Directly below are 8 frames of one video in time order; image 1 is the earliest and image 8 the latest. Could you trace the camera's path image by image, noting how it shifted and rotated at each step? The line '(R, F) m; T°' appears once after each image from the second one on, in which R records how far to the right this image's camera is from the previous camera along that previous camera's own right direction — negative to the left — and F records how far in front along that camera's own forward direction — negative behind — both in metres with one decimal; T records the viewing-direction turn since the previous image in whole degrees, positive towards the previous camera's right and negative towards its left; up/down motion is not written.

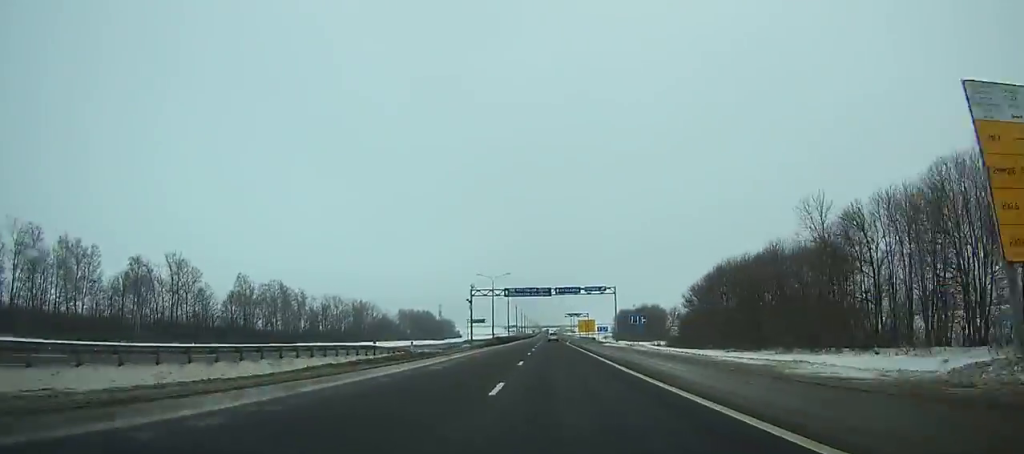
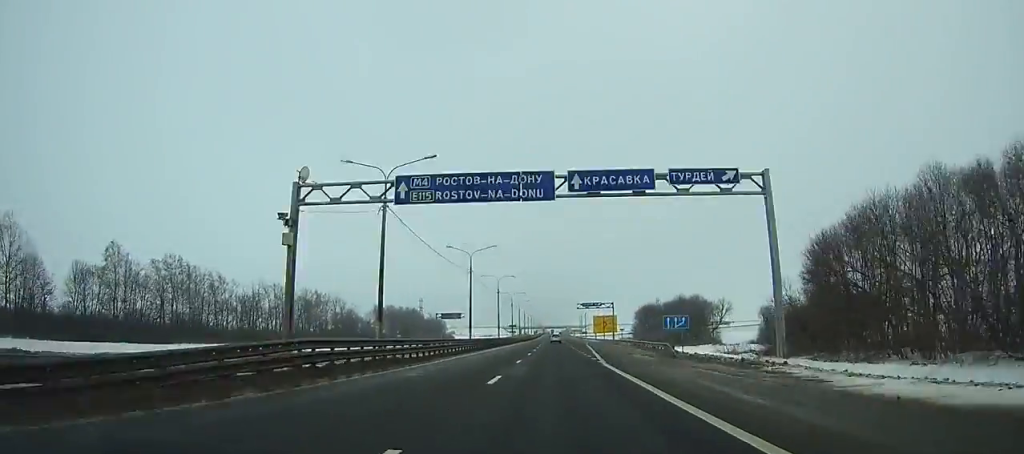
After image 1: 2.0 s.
(0.0, +55.6) m; 0°
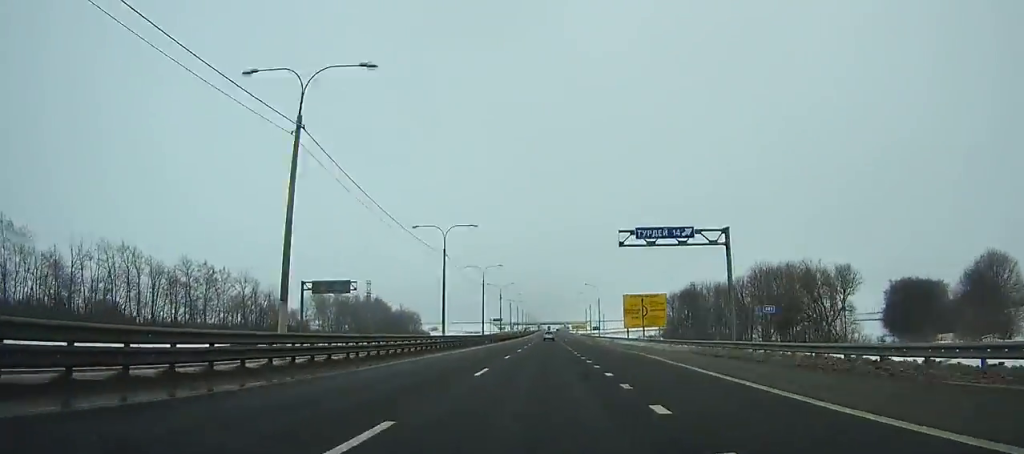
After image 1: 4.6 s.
(0.0, +70.5) m; 0°
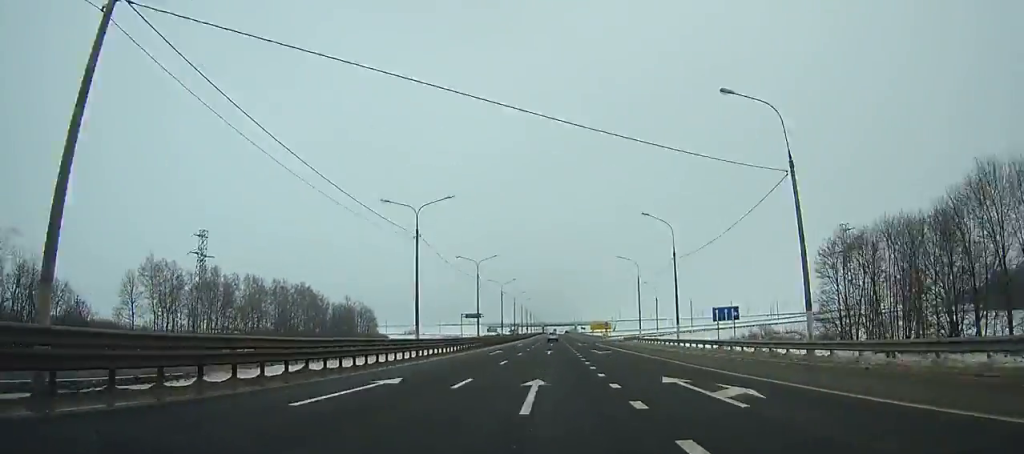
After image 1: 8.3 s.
(-0.4, +98.8) m; 0°
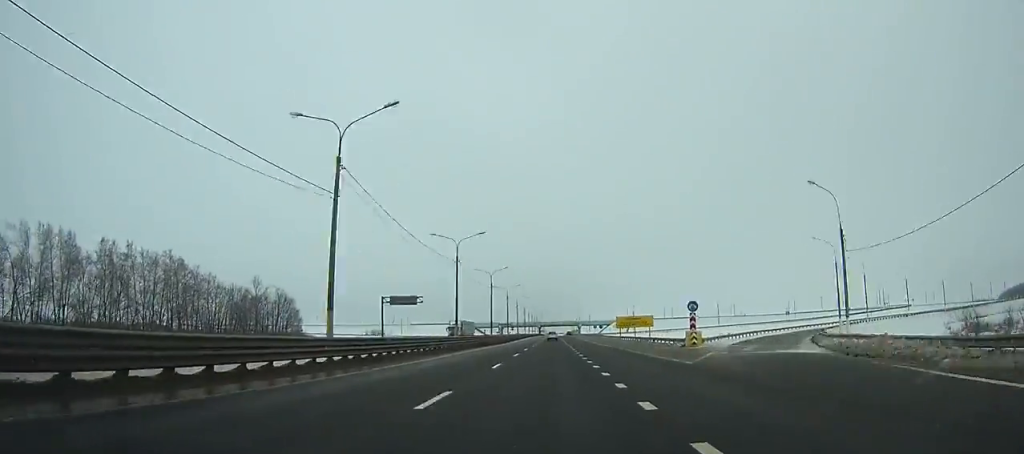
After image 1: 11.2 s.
(+0.2, +77.1) m; 0°
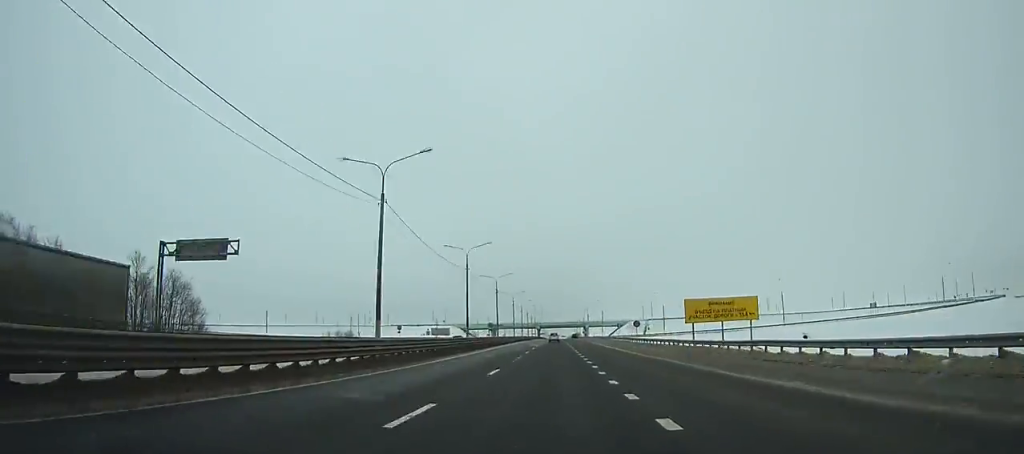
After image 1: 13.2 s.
(0.0, +53.5) m; 0°
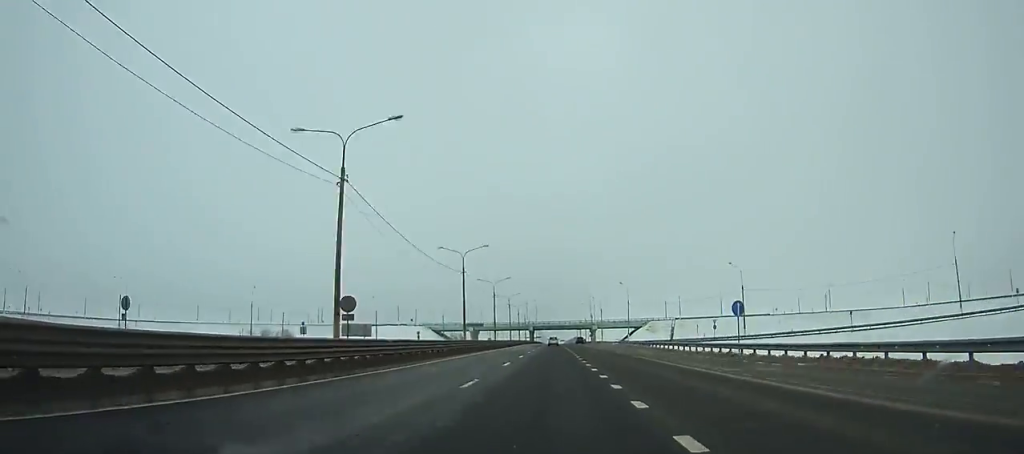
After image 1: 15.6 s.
(0.0, +64.8) m; 0°
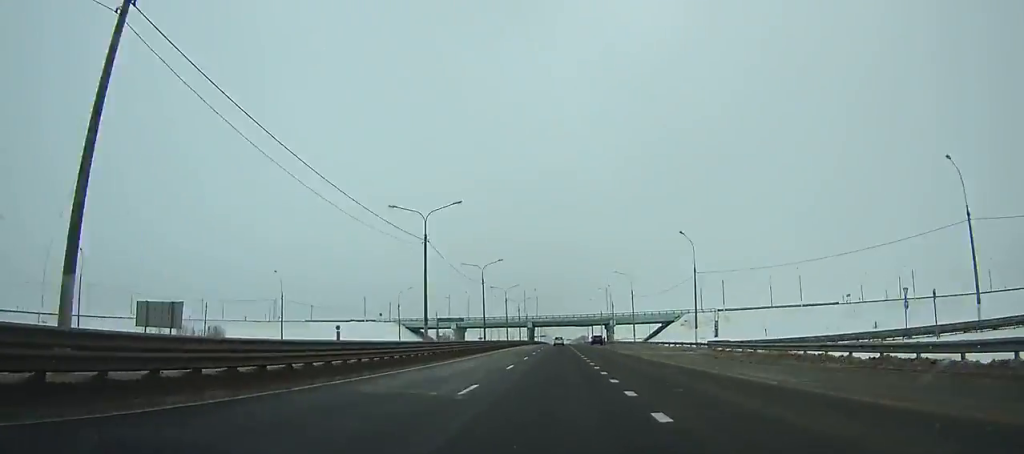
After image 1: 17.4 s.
(0.0, +49.1) m; 0°
